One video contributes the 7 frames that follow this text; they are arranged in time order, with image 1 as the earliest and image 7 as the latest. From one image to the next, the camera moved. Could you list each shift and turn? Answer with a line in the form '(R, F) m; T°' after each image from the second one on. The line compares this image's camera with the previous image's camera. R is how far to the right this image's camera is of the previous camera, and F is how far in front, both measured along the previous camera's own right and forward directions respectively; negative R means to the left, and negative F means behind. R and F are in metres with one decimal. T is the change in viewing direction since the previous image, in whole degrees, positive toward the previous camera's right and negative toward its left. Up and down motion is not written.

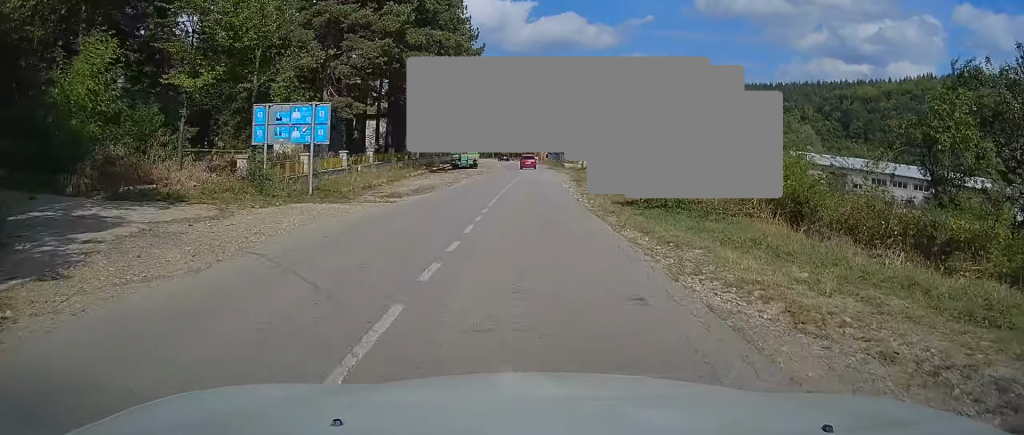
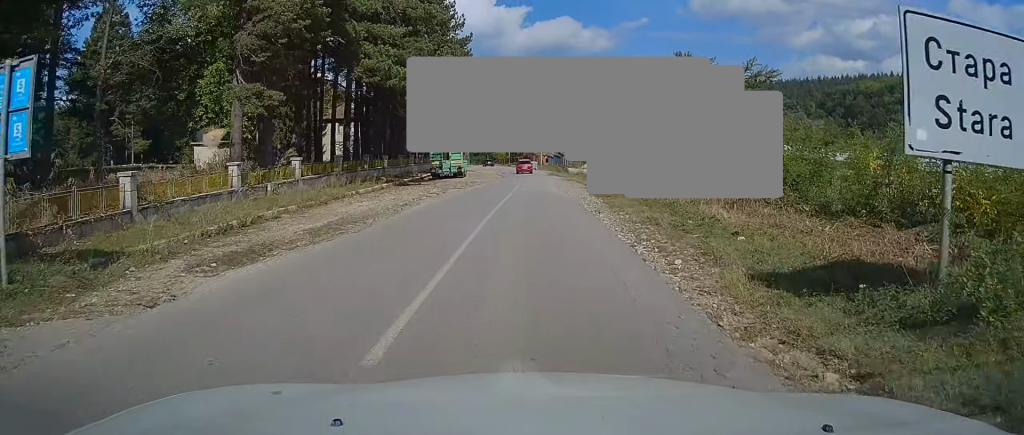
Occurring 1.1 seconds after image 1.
(-0.2, +12.1) m; -1°
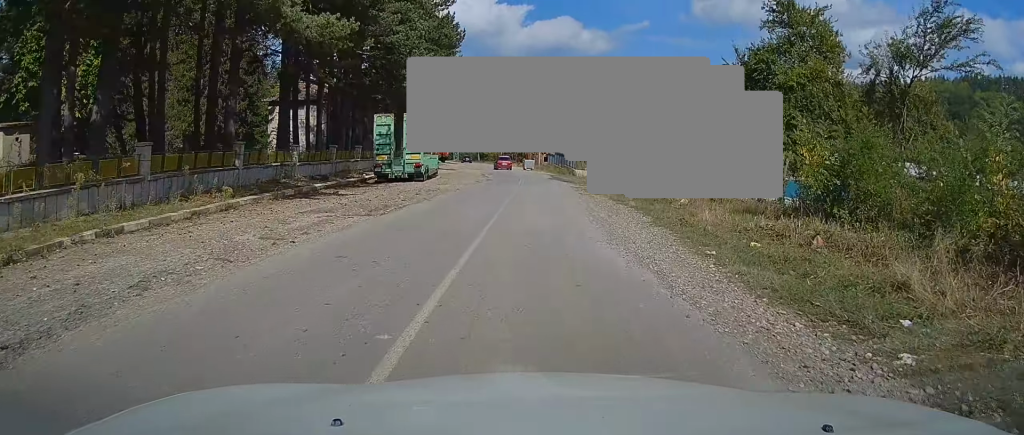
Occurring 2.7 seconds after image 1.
(-0.3, +17.2) m; -1°
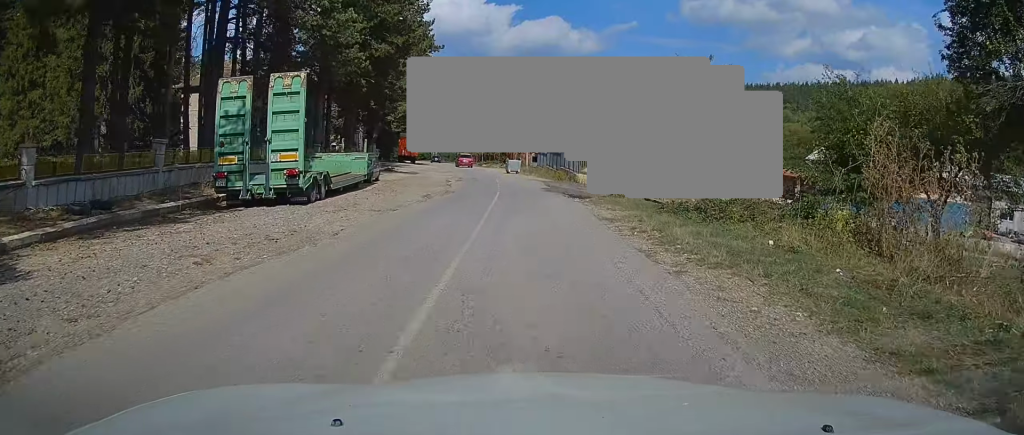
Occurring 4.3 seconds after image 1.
(+0.1, +16.4) m; +1°
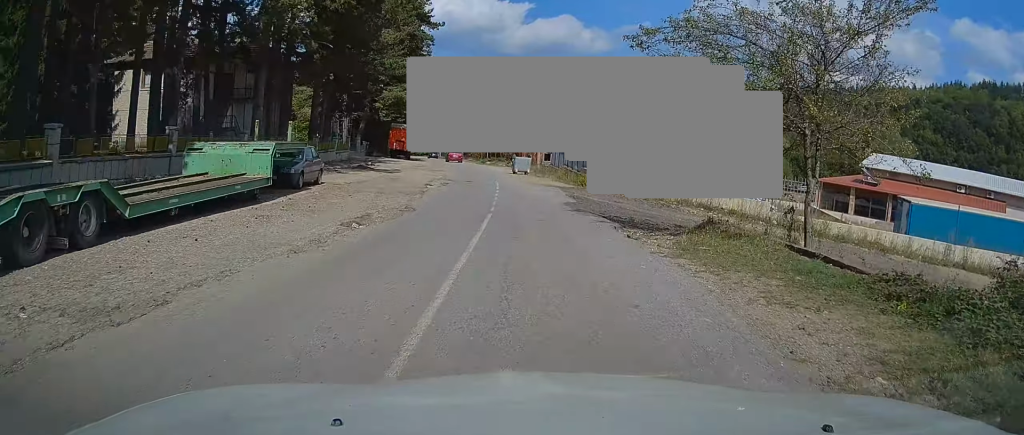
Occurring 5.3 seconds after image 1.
(+0.1, +11.4) m; 0°
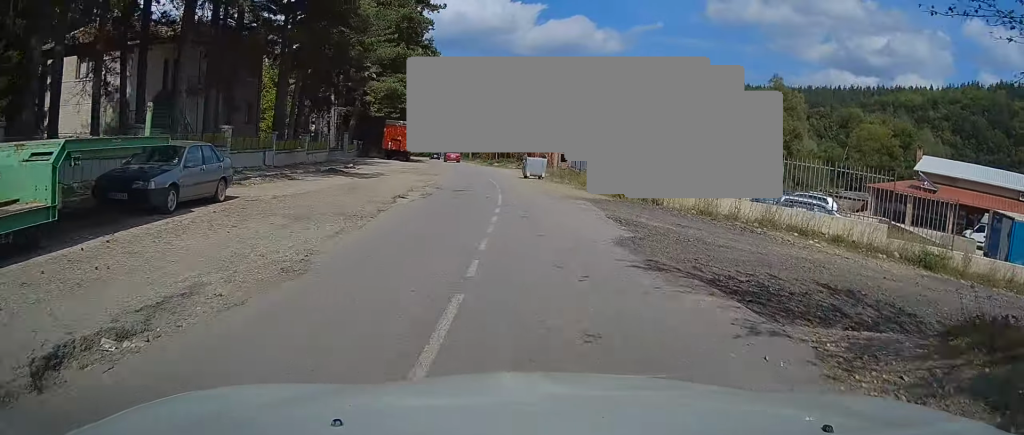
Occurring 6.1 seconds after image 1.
(0.0, +8.9) m; -1°
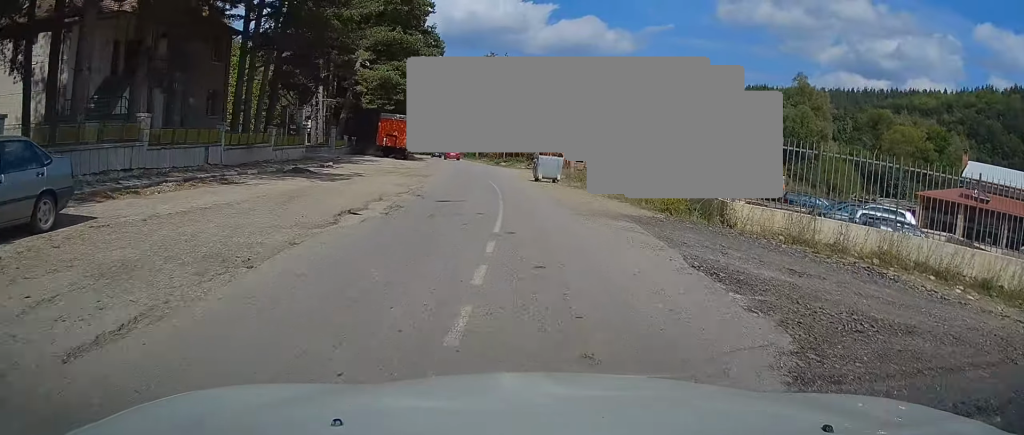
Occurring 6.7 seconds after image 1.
(-0.1, +6.7) m; -2°
